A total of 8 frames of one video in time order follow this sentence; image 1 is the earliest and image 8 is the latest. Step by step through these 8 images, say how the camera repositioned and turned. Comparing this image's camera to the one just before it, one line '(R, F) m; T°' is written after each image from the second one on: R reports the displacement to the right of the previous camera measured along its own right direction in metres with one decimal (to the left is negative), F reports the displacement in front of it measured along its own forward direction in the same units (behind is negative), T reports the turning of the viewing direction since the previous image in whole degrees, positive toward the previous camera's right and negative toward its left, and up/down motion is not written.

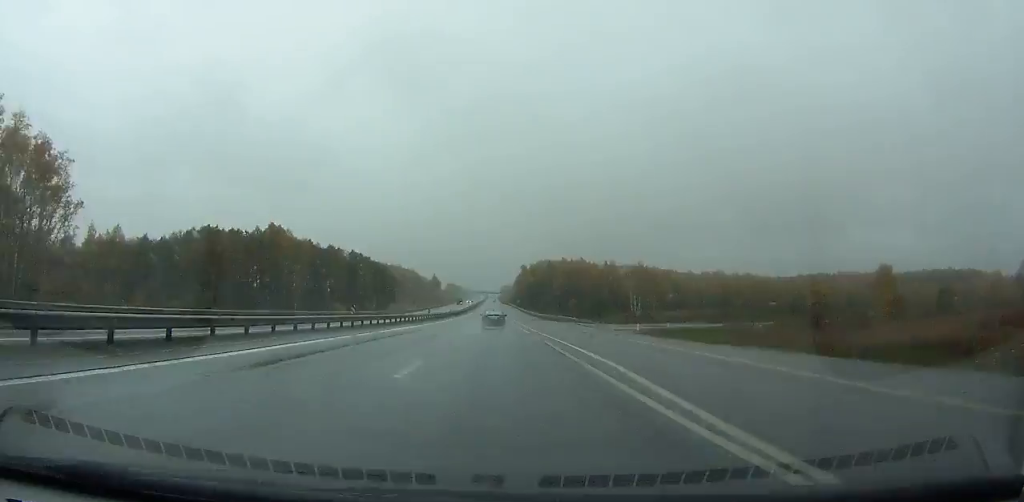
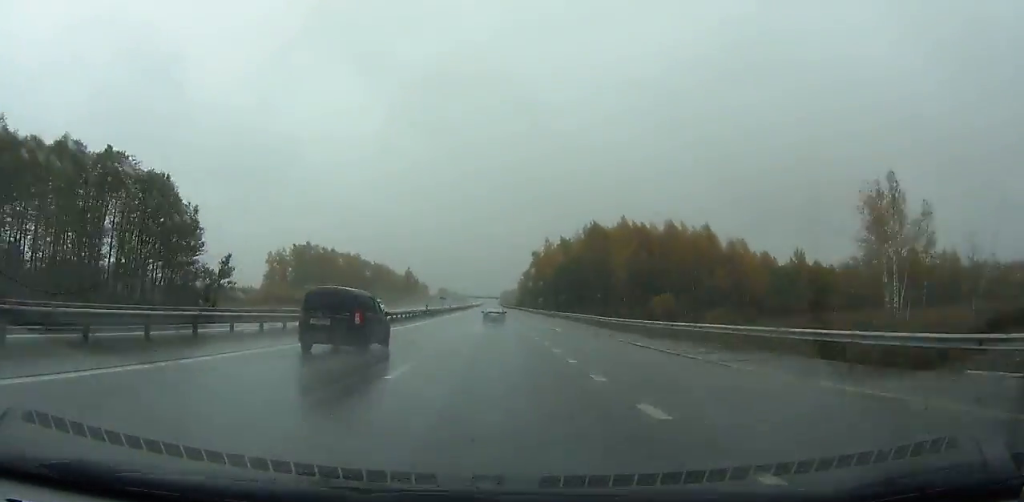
(+0.3, +119.6) m; 0°
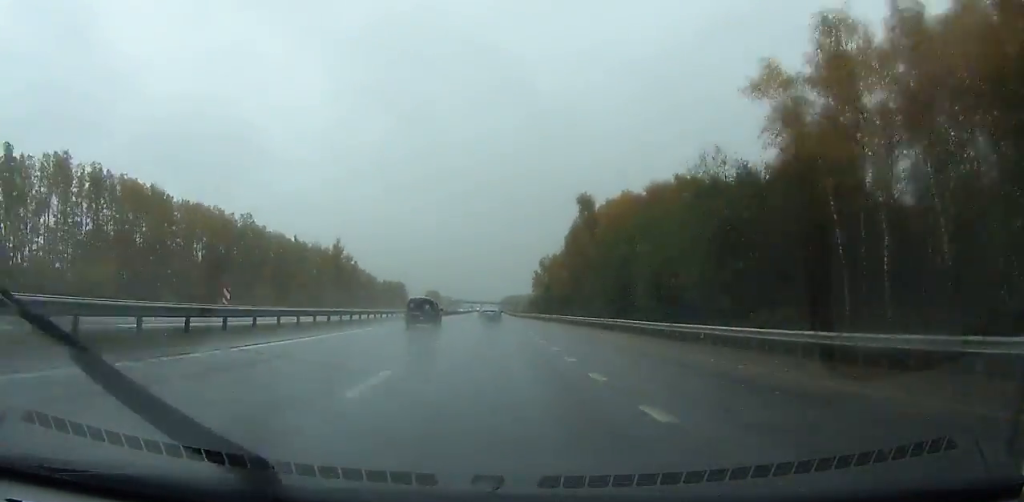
(-0.1, +131.3) m; 0°
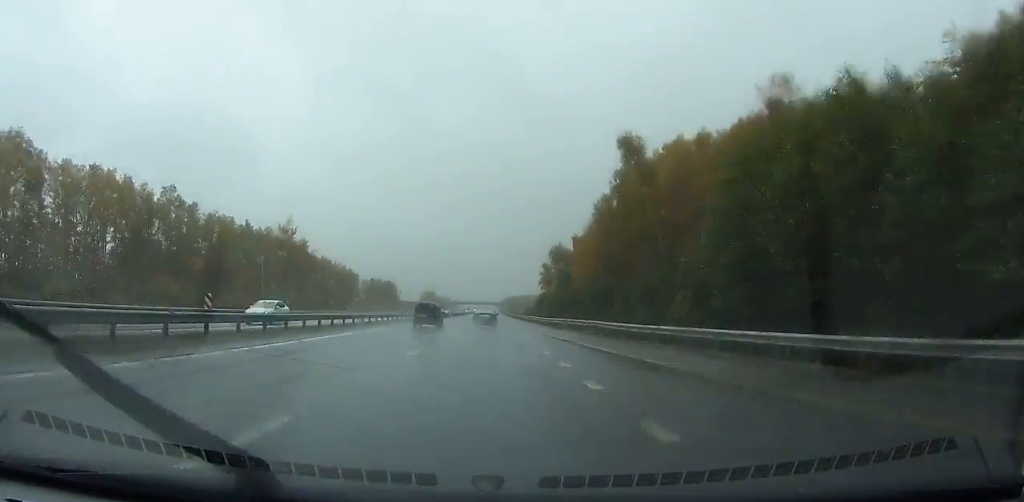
(+0.1, +40.0) m; 0°
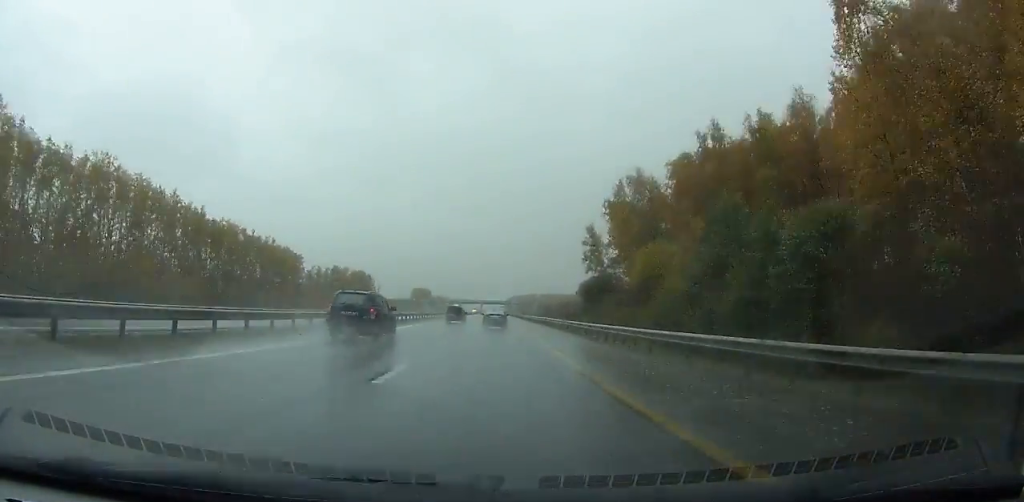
(0.0, +91.5) m; 0°
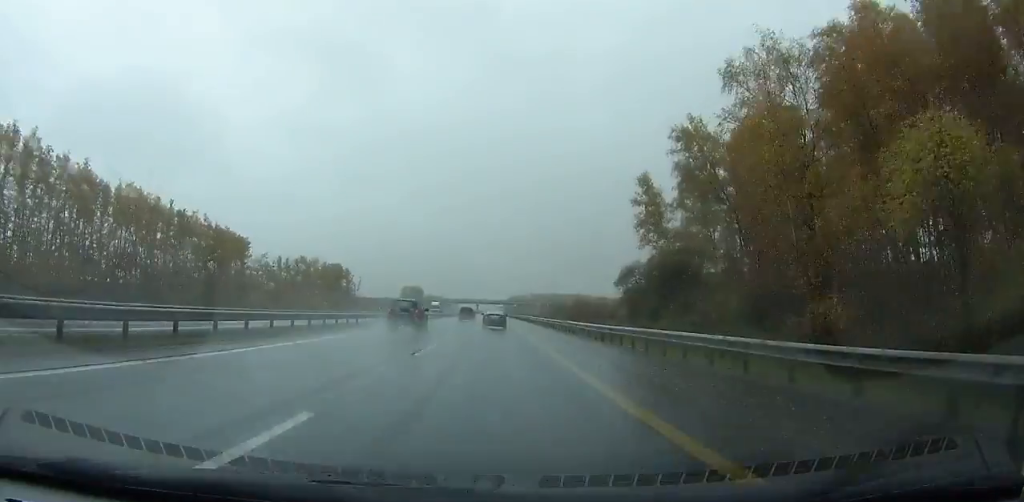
(0.0, +43.5) m; 0°
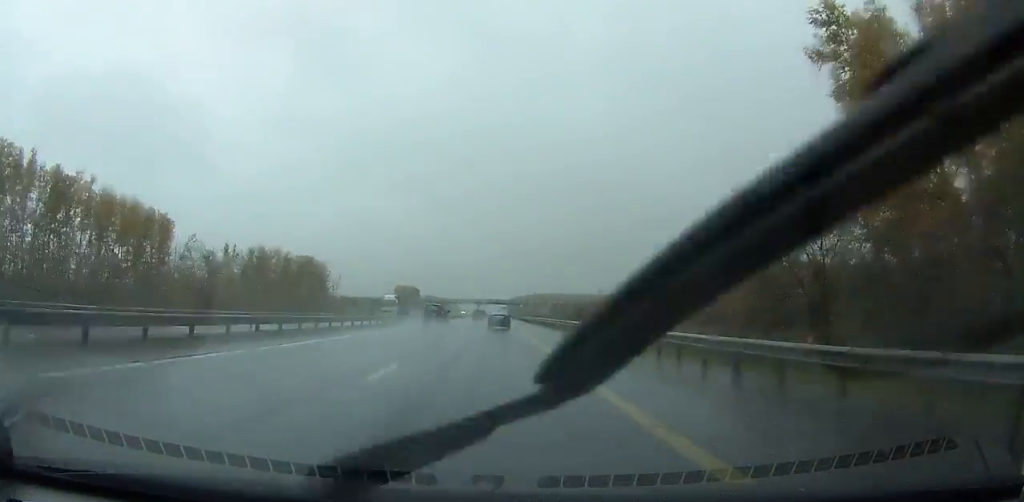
(-0.1, +43.0) m; 0°
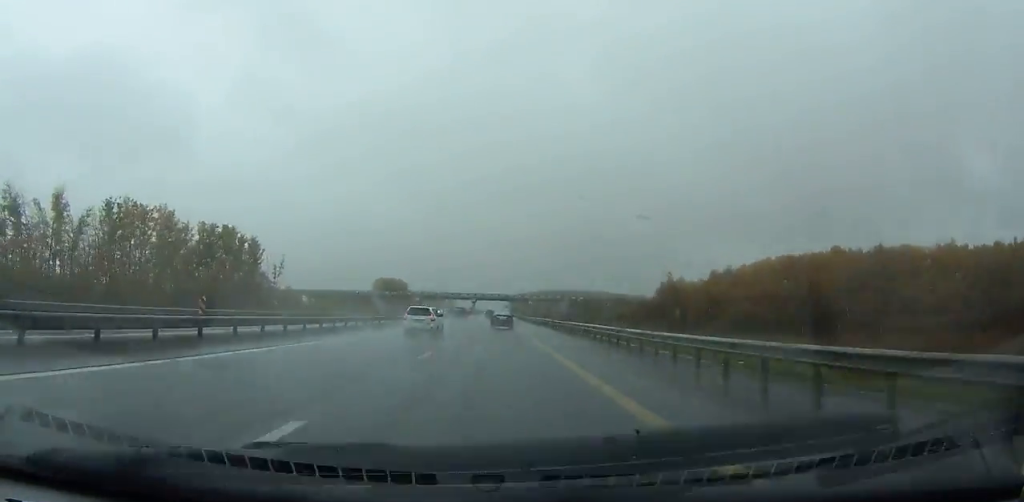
(-0.1, +68.2) m; 0°
